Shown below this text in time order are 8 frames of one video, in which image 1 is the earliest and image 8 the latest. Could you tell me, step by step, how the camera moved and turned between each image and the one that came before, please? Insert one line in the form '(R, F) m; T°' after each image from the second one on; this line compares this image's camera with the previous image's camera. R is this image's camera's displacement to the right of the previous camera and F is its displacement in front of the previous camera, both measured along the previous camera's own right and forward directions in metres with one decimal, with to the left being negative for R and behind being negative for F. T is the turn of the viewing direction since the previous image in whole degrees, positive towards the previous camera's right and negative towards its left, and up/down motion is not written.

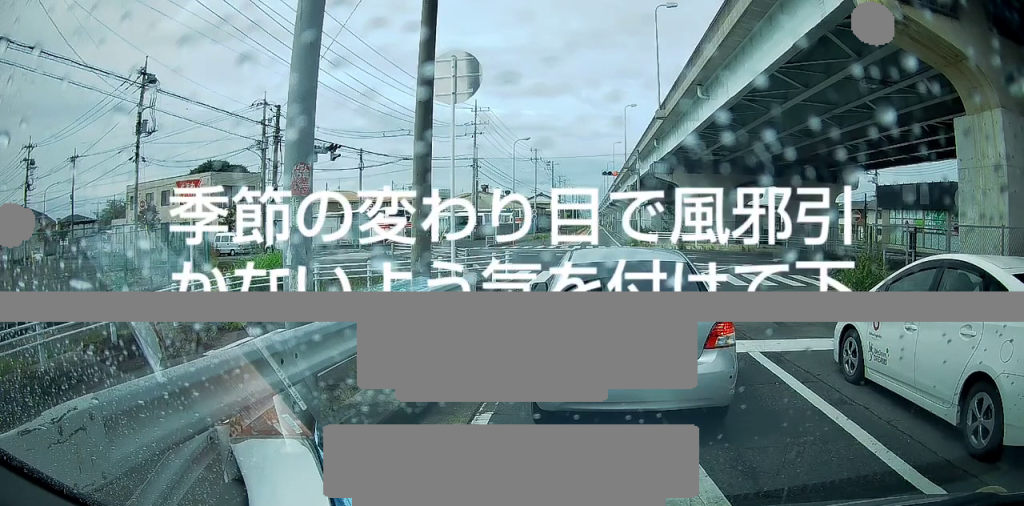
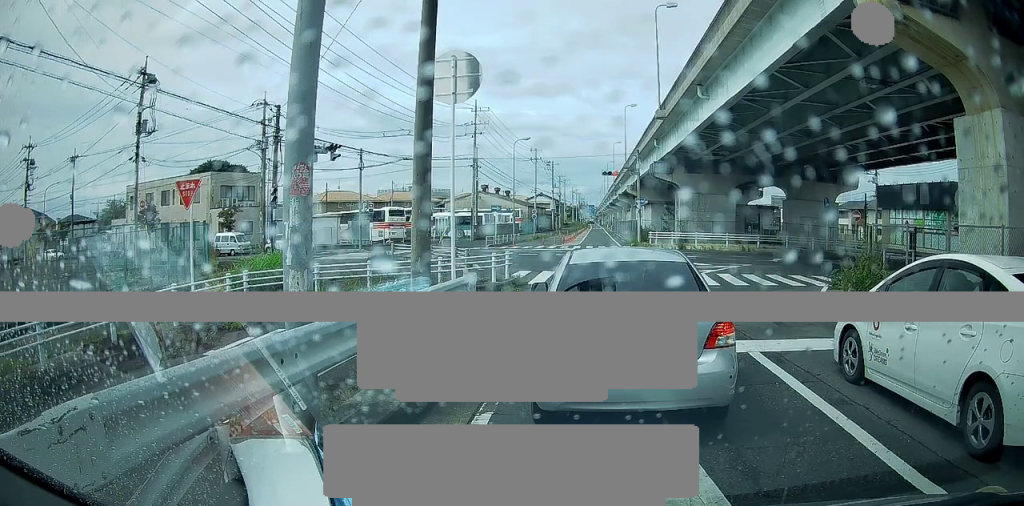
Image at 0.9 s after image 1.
(0.0, 0.0) m; 0°
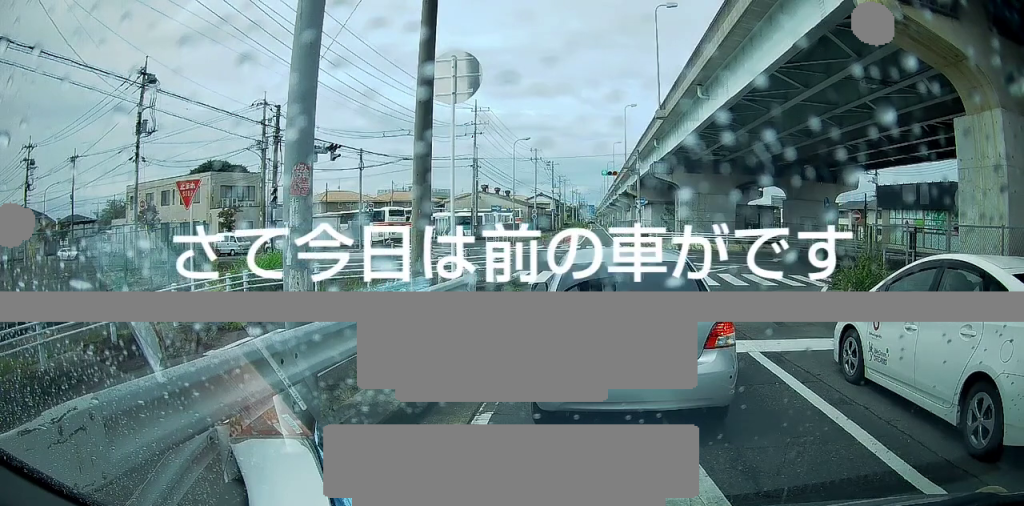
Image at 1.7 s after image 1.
(0.0, 0.0) m; 0°
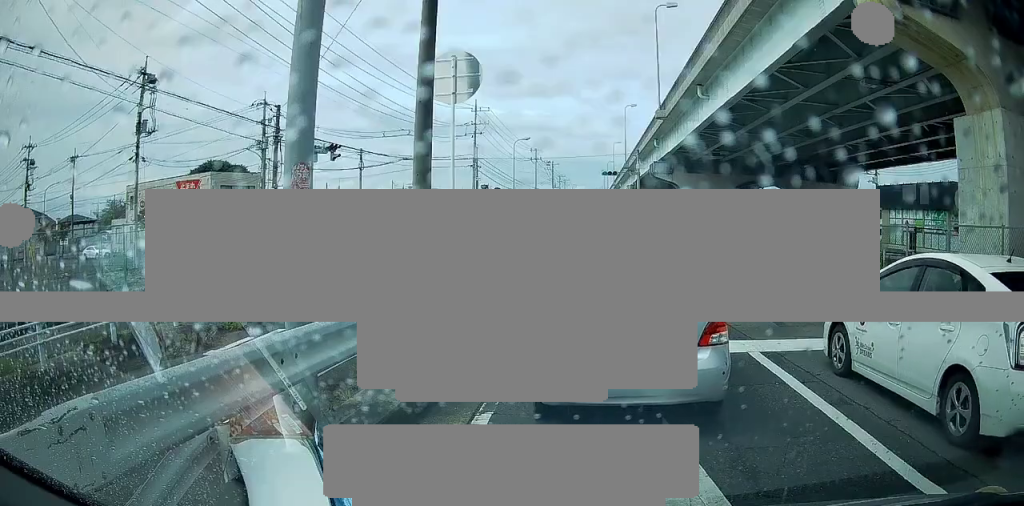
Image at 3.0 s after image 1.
(0.0, 0.0) m; 0°
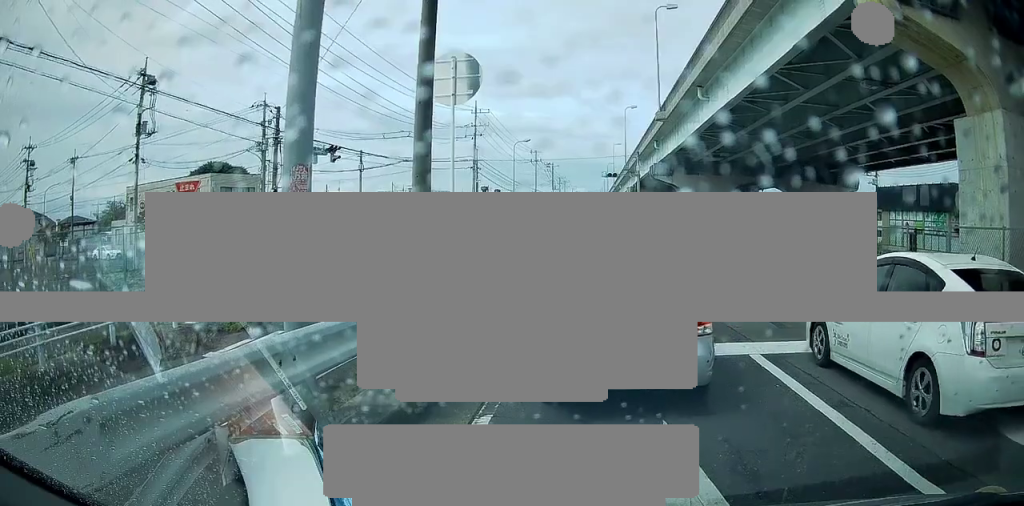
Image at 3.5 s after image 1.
(0.0, 0.0) m; 0°
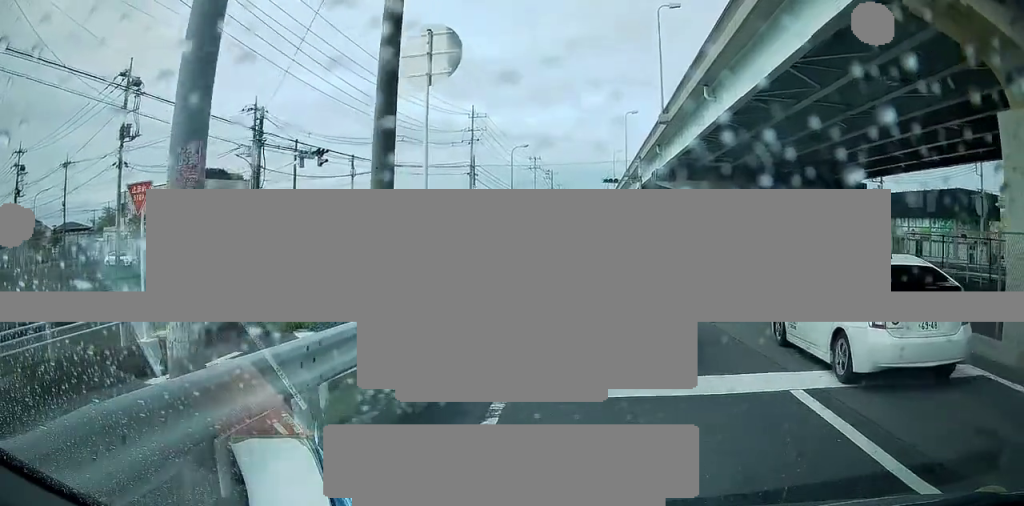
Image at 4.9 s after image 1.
(0.0, +0.2) m; 0°
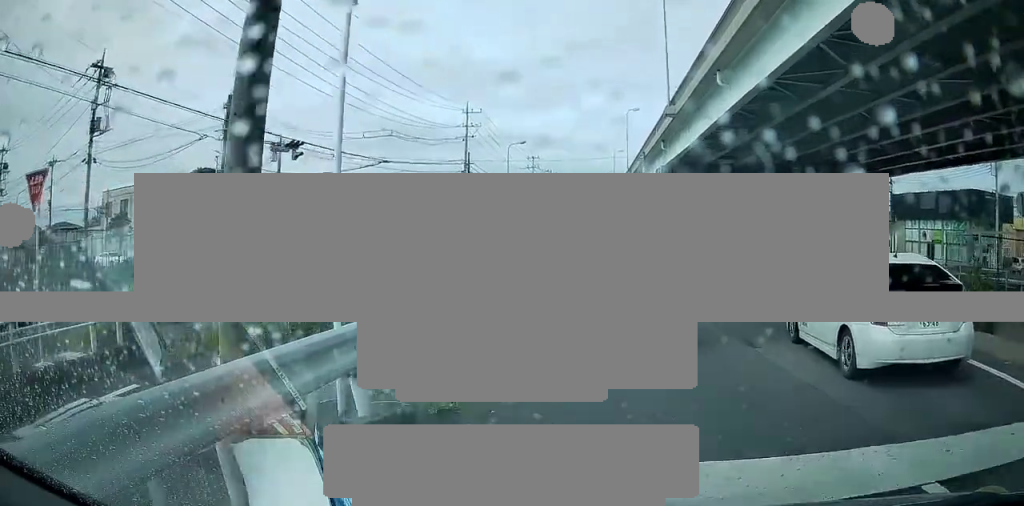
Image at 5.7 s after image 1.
(0.0, +0.7) m; +1°
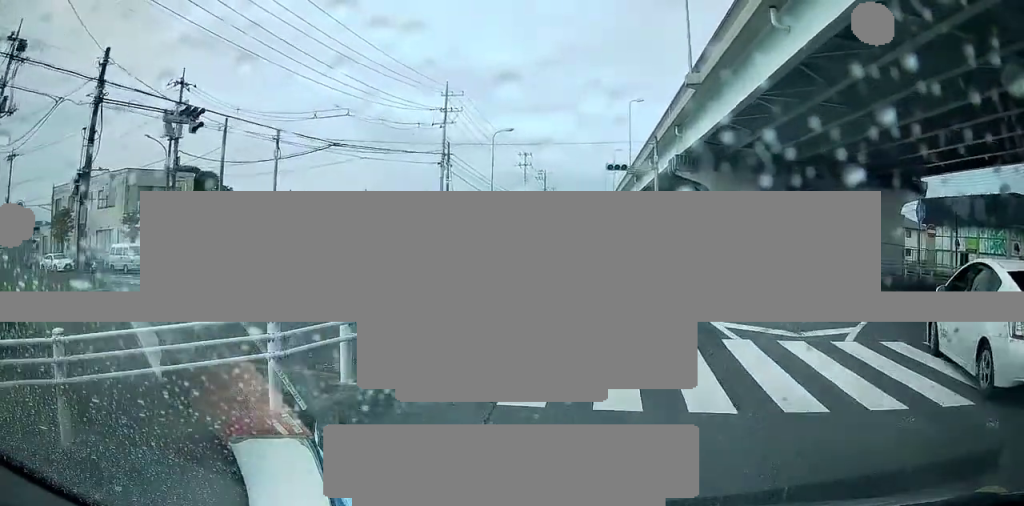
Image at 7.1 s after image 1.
(+0.5, +4.9) m; +7°
